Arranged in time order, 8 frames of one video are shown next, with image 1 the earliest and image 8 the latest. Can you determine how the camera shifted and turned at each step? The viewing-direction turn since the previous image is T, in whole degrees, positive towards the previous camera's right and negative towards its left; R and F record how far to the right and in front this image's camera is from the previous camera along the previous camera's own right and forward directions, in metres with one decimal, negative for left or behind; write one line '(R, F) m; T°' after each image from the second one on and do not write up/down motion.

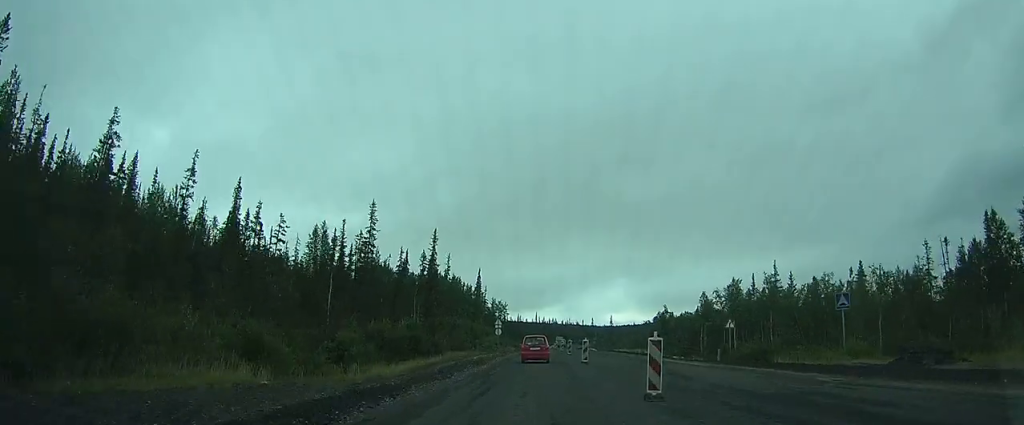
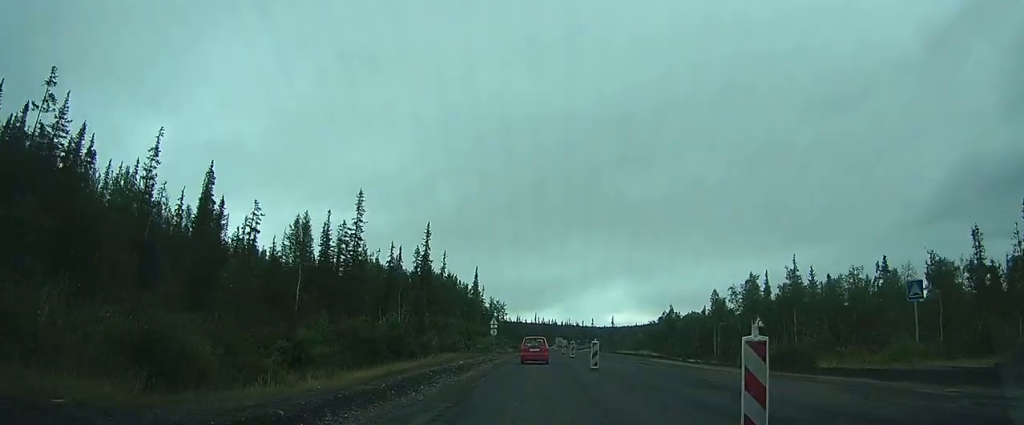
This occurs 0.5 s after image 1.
(-0.2, +5.4) m; -1°
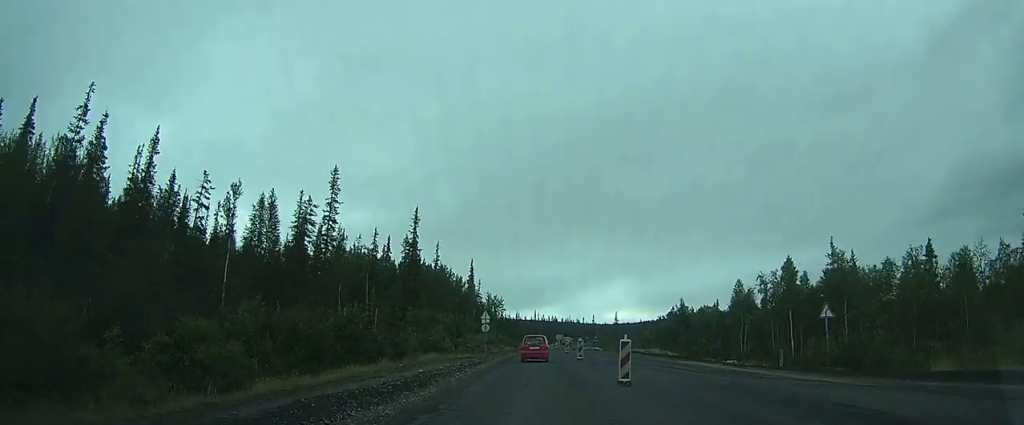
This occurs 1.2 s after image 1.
(0.0, +8.8) m; 0°
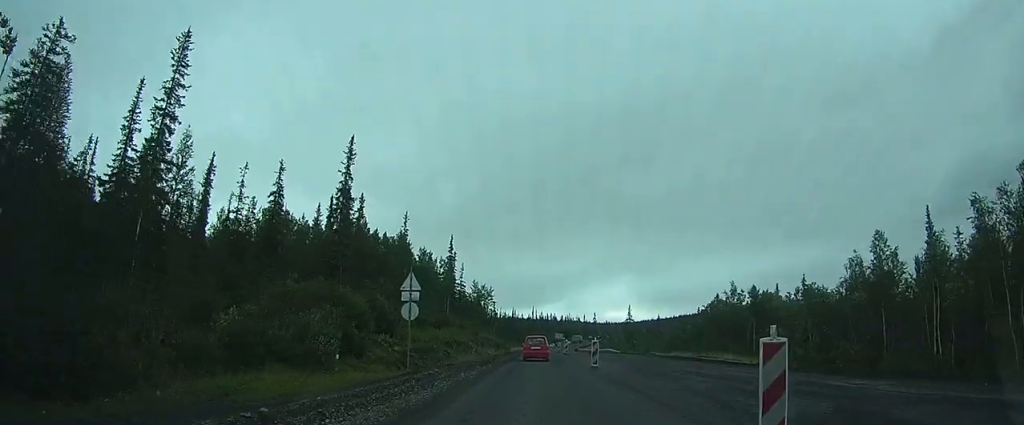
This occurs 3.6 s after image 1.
(+0.5, +29.9) m; +2°
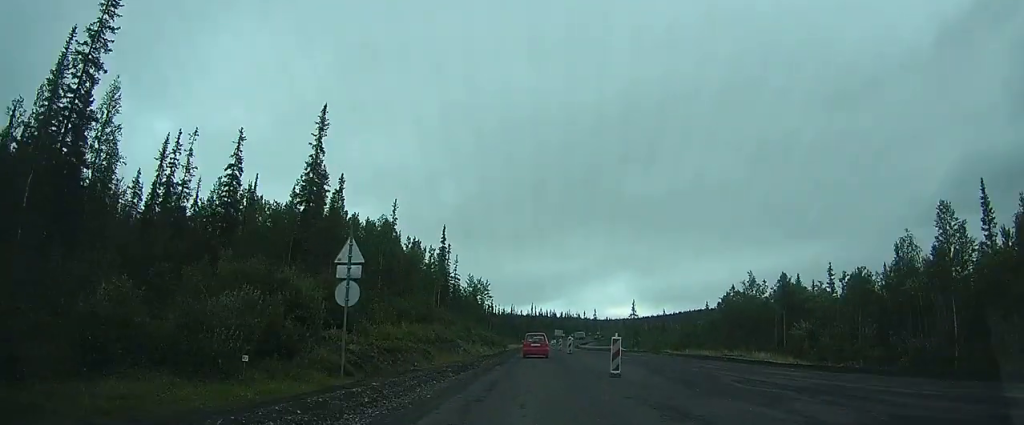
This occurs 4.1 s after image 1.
(0.0, +7.6) m; 0°
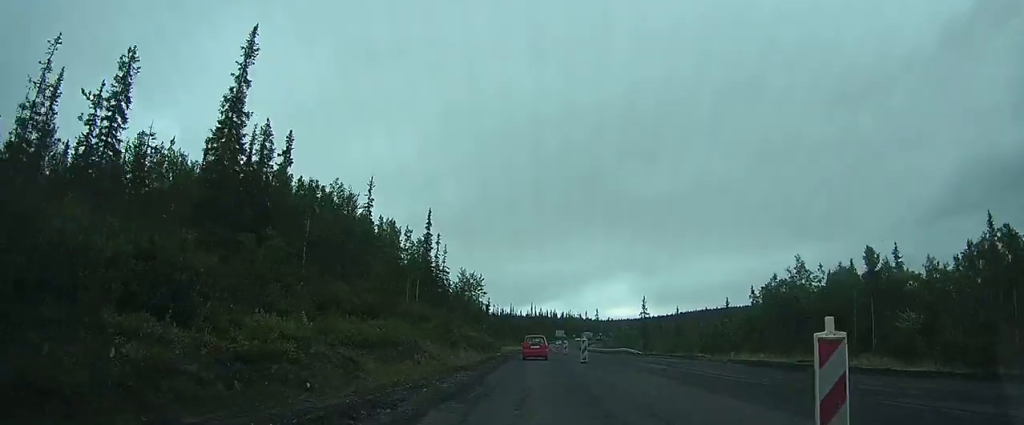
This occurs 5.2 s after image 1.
(0.0, +13.9) m; +1°
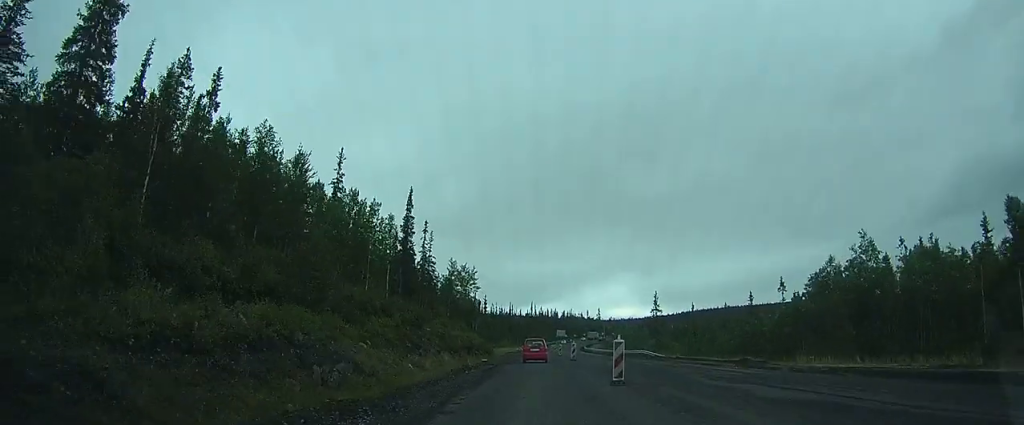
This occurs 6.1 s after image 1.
(+0.2, +12.6) m; +1°
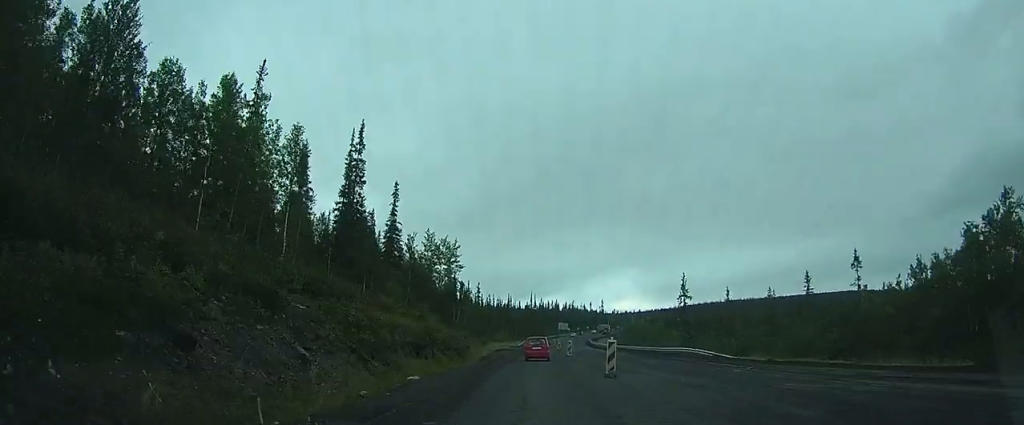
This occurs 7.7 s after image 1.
(+0.2, +21.2) m; +1°
